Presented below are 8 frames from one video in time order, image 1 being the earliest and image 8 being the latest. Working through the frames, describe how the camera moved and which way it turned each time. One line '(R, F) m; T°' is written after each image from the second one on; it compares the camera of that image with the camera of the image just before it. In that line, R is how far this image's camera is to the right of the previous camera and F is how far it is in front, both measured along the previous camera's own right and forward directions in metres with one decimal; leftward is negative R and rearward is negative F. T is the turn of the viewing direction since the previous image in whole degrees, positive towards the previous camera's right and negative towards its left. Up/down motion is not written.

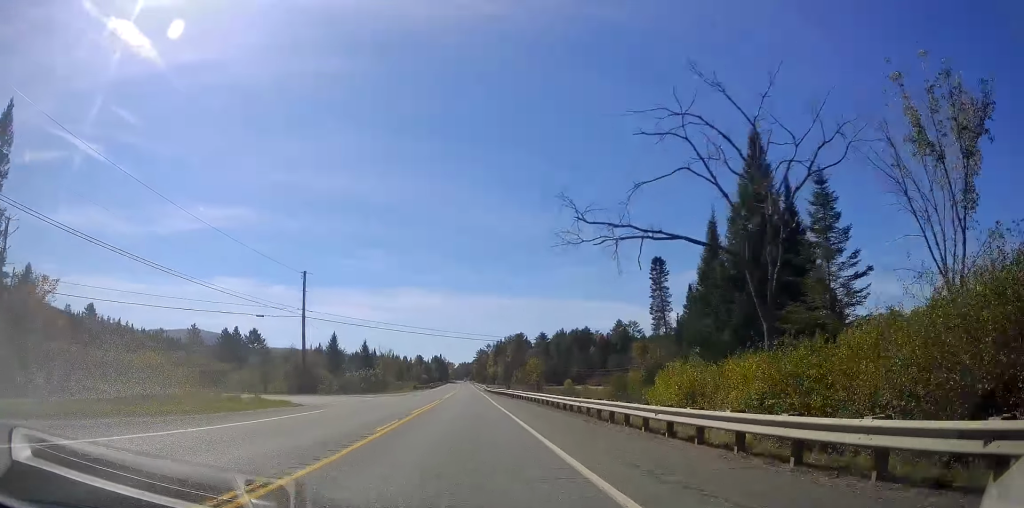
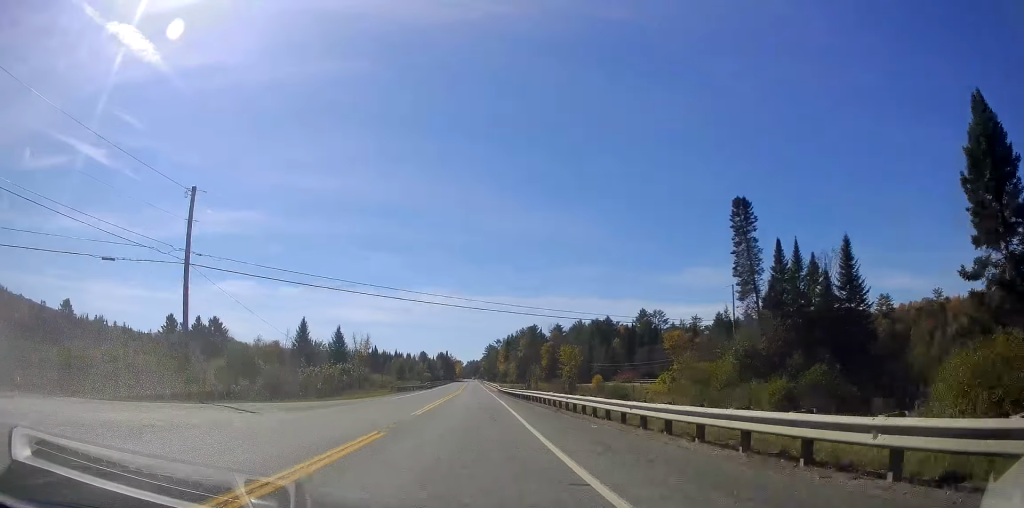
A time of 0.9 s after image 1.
(-0.2, +27.9) m; -1°
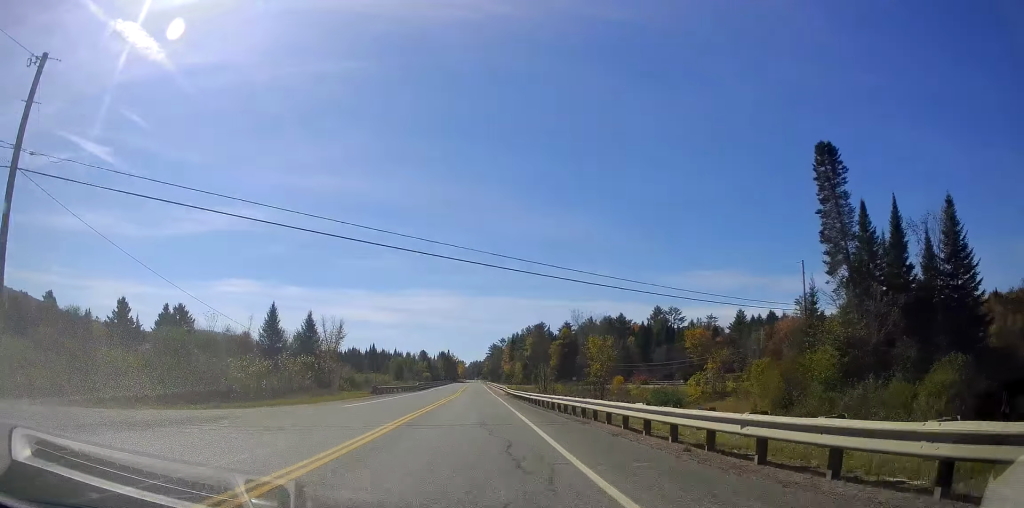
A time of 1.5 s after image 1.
(-0.2, +16.8) m; -1°
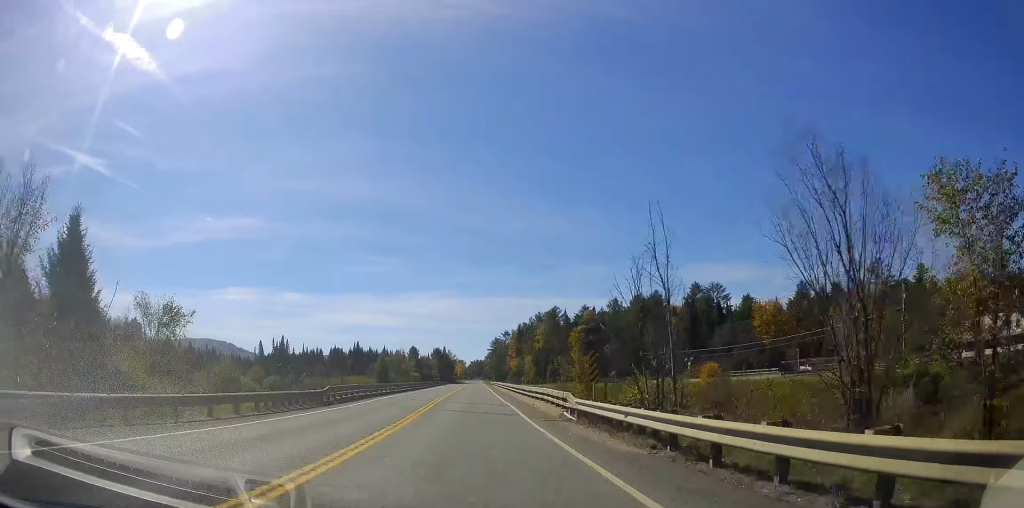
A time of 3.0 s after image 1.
(-1.0, +44.7) m; -1°
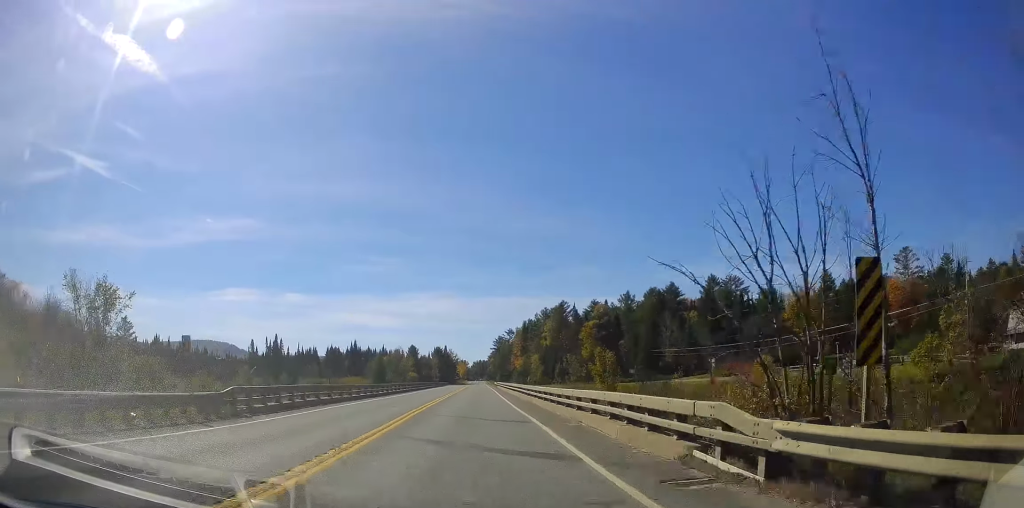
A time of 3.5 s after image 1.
(+0.2, +12.4) m; 0°
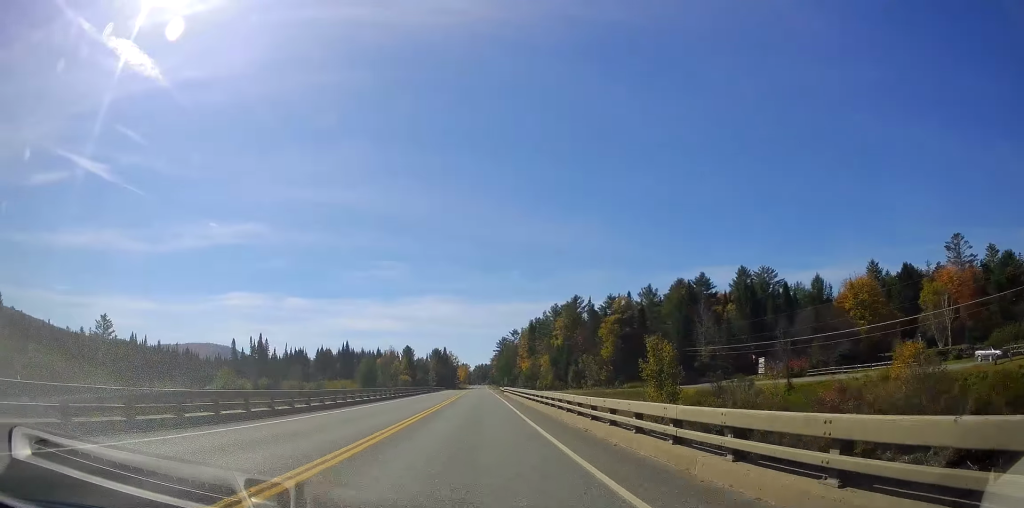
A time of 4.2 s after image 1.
(0.0, +20.9) m; 0°
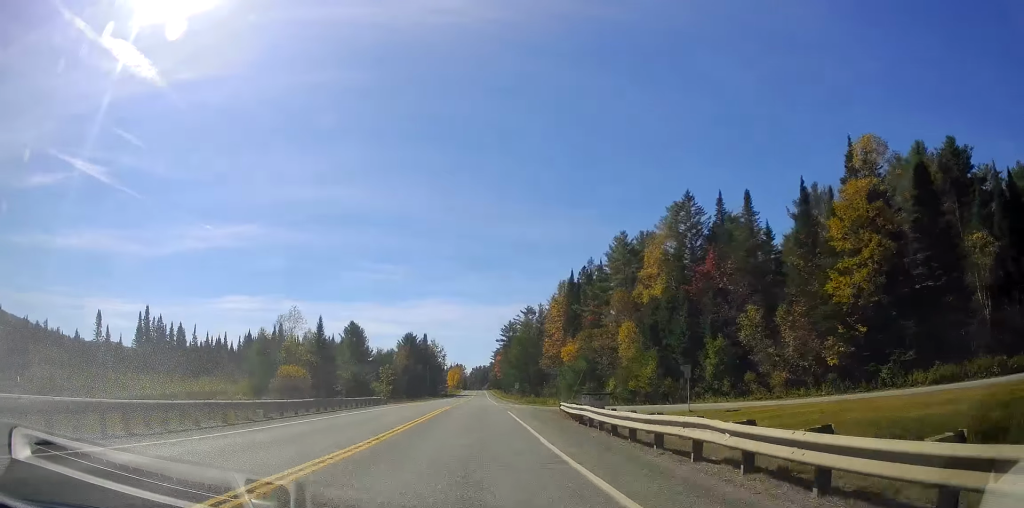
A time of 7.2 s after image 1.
(0.0, +83.8) m; 0°
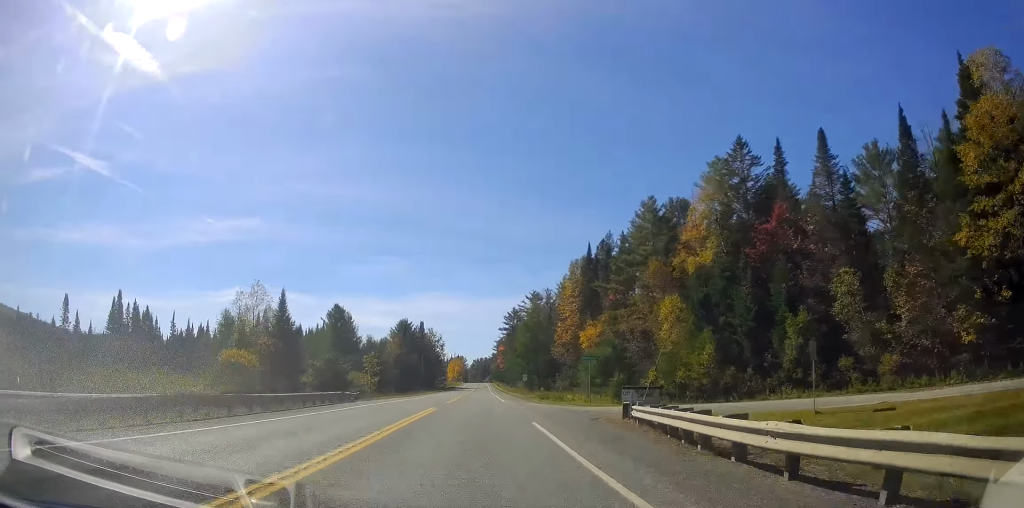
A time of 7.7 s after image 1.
(-0.1, +14.0) m; 0°
